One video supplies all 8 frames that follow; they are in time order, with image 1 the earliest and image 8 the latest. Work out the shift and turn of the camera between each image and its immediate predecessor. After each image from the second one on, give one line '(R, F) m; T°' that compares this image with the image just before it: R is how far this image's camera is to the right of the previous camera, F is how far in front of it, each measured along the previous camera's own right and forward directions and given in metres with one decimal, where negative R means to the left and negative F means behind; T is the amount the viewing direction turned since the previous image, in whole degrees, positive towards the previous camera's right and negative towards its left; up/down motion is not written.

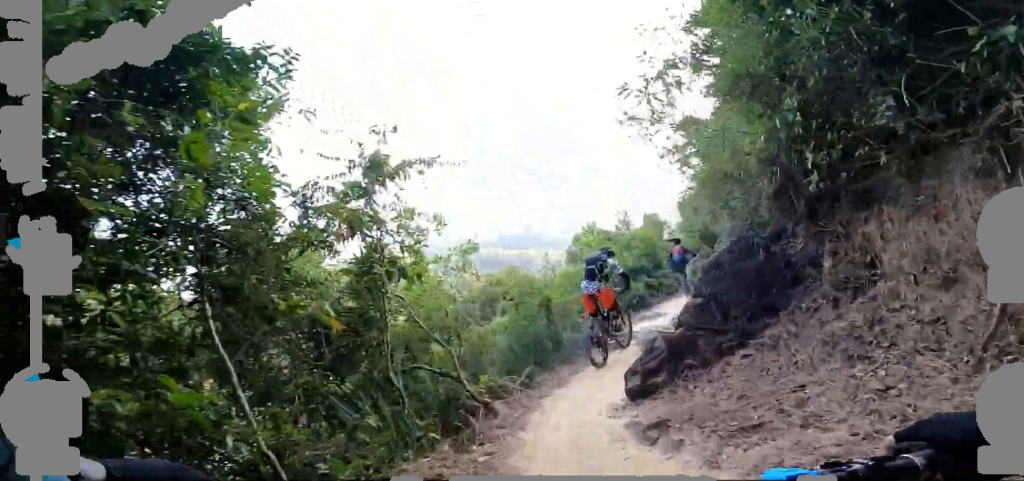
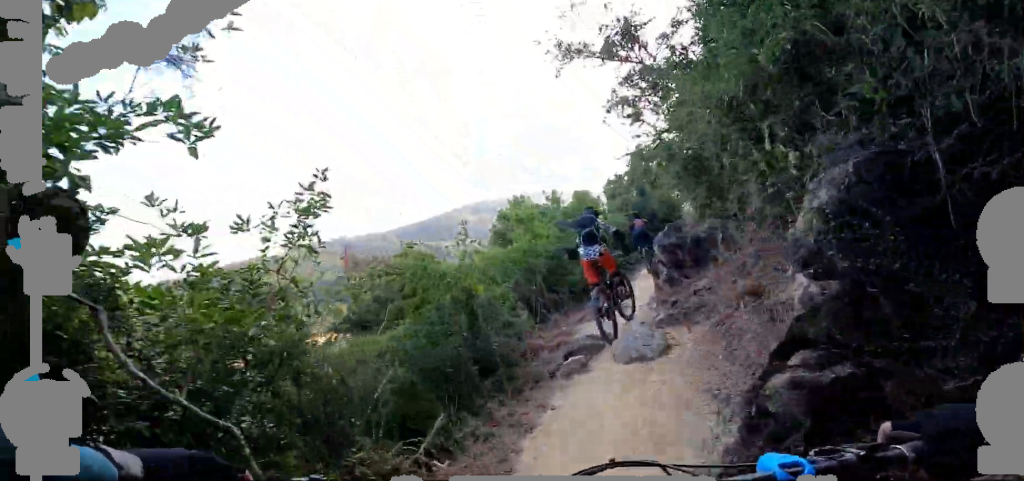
(-1.1, +2.1) m; -6°
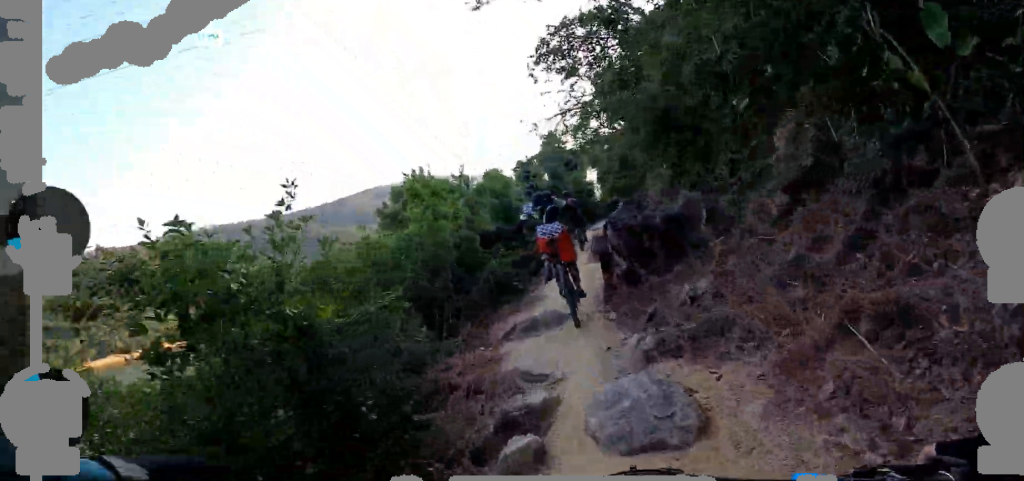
(-0.4, +1.9) m; -3°
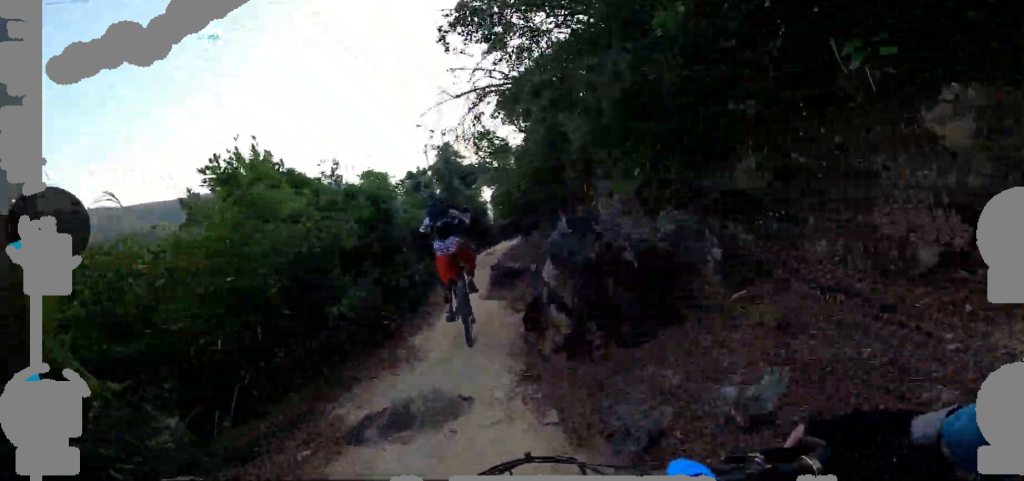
(+0.6, +2.0) m; +3°
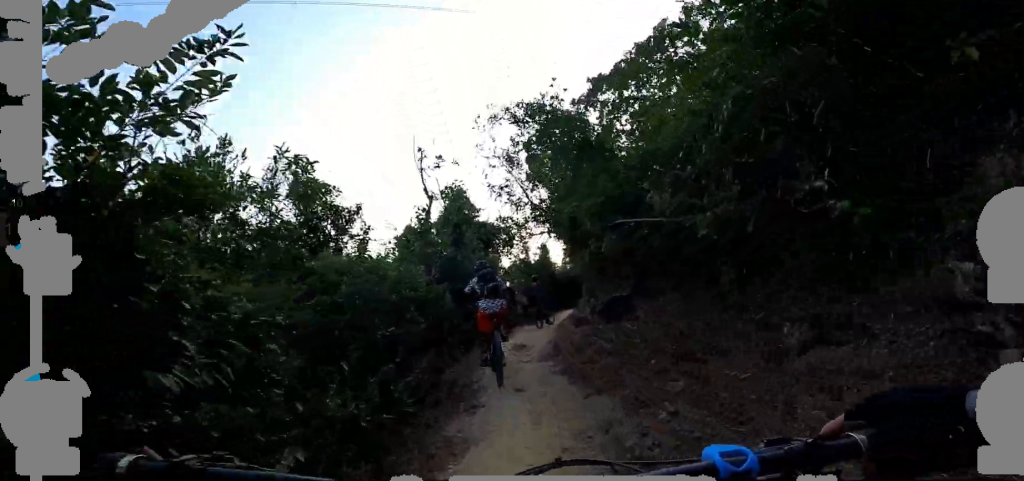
(-0.1, +6.4) m; +1°
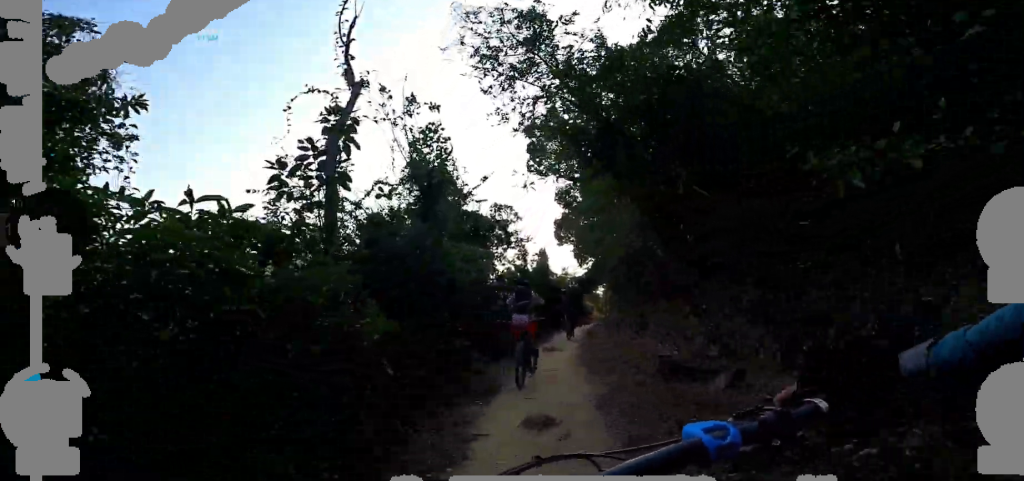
(+0.2, +4.6) m; -5°
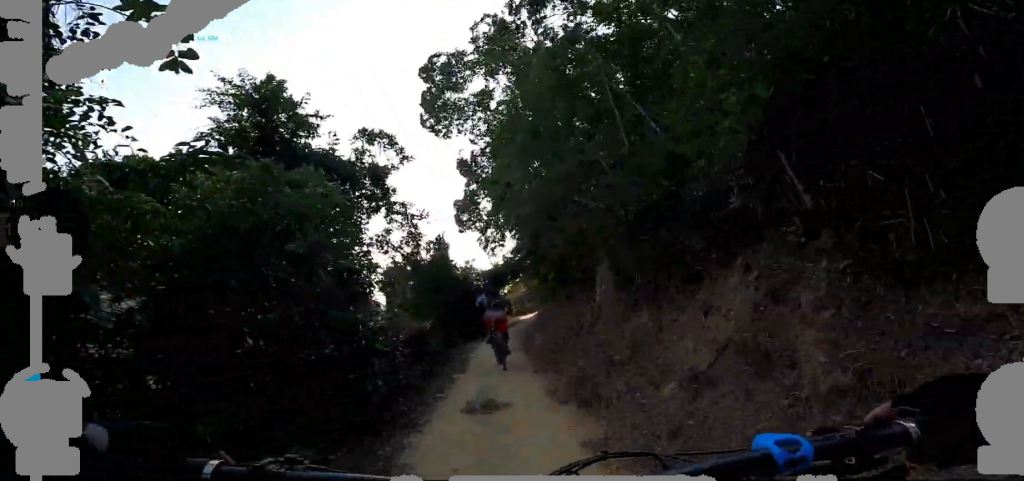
(+0.3, +6.4) m; +17°
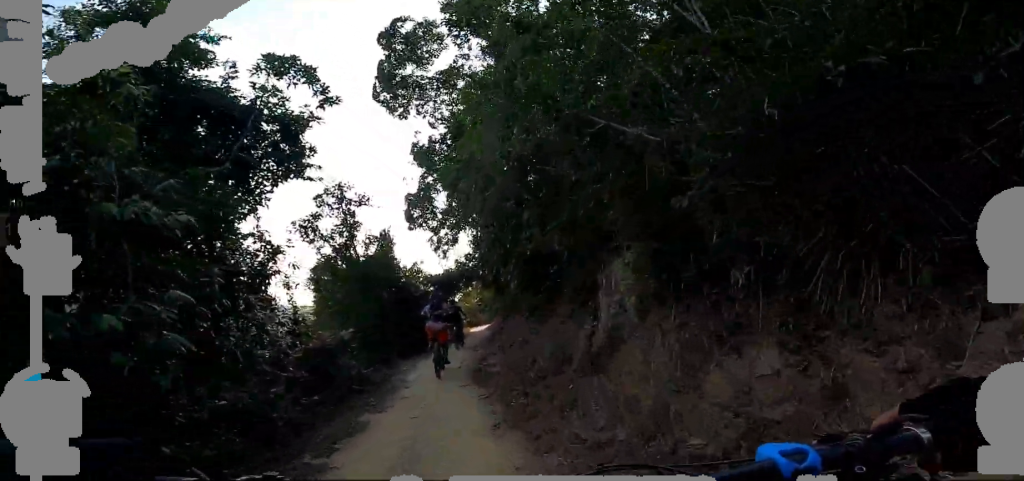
(+0.2, +2.6) m; +3°
